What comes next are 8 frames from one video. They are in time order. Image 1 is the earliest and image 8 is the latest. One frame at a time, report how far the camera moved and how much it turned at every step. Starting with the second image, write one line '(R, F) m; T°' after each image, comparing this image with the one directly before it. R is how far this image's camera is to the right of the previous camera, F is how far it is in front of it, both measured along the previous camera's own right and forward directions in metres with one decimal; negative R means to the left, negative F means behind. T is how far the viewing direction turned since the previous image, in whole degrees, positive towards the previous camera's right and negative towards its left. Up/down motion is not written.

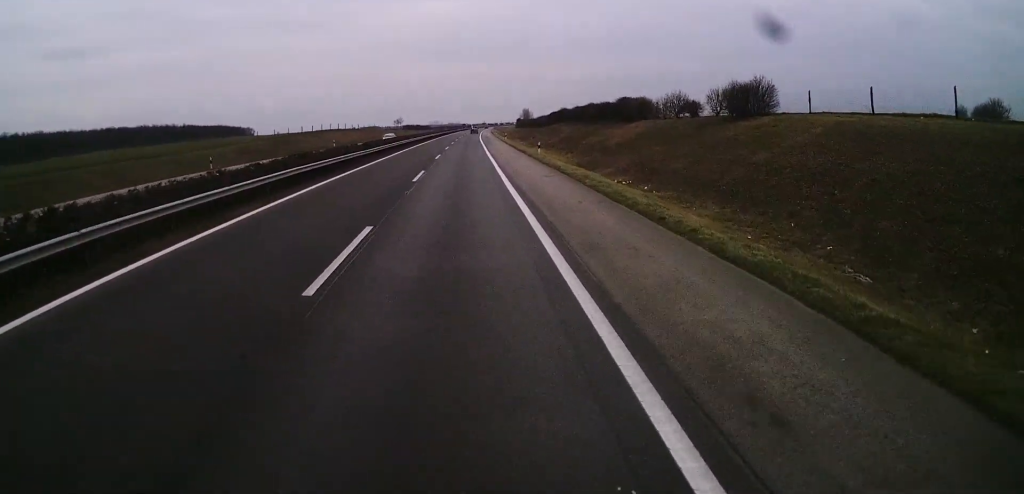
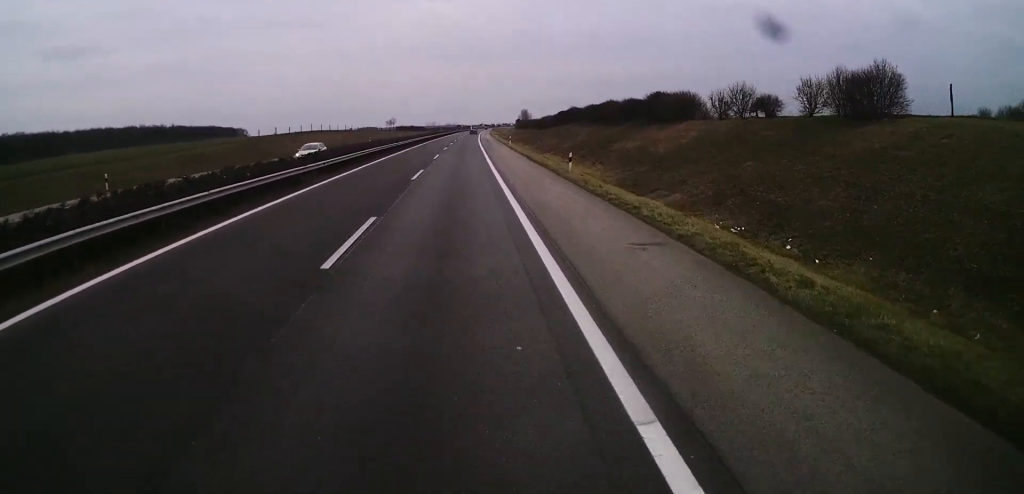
(-0.2, +16.2) m; 0°
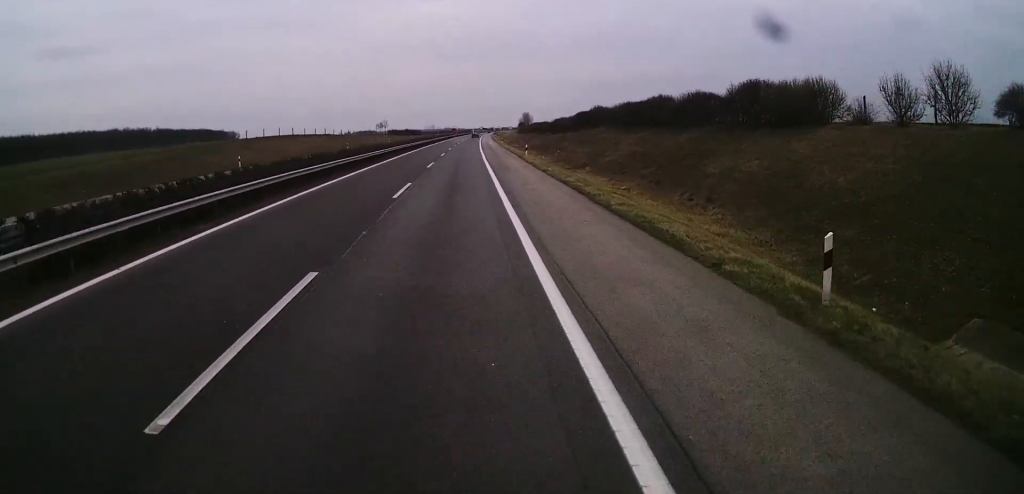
(+0.3, +23.8) m; +1°
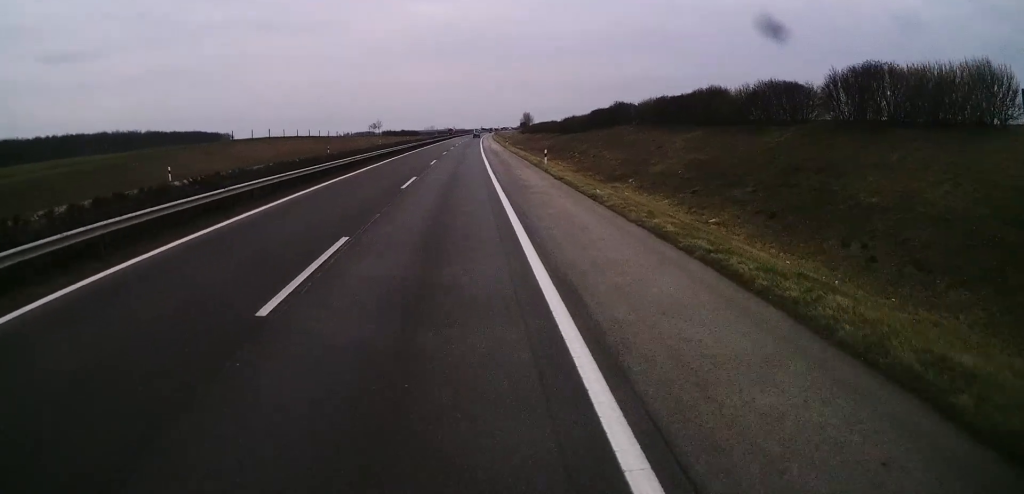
(0.0, +14.6) m; 0°
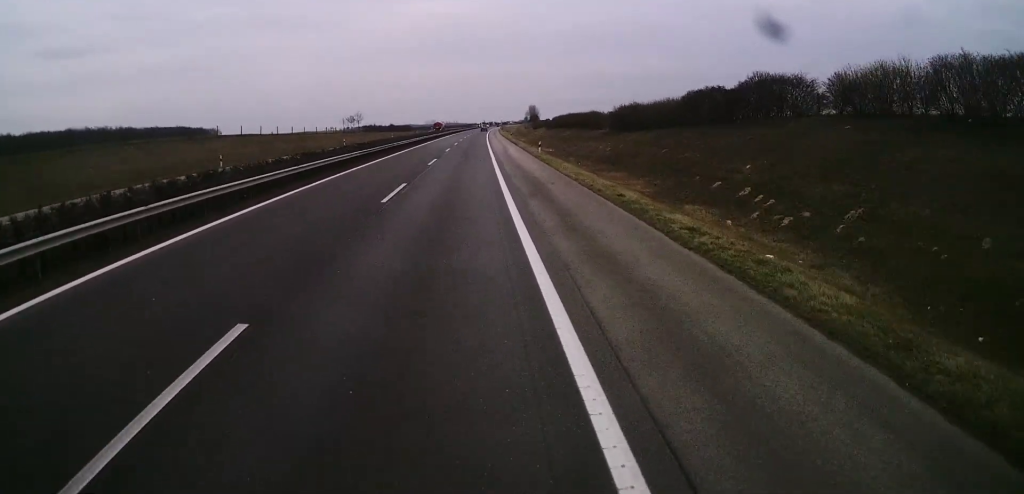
(0.0, +42.0) m; 0°
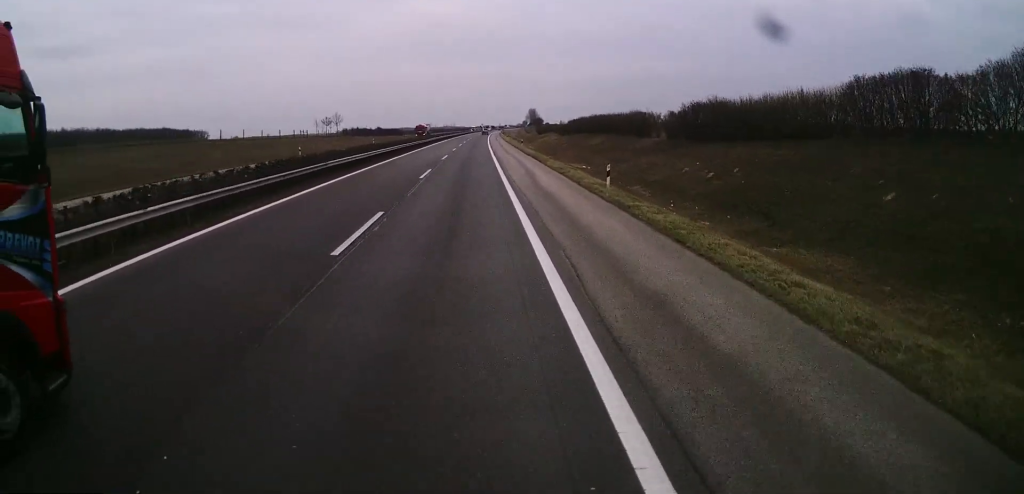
(0.0, +25.3) m; 0°
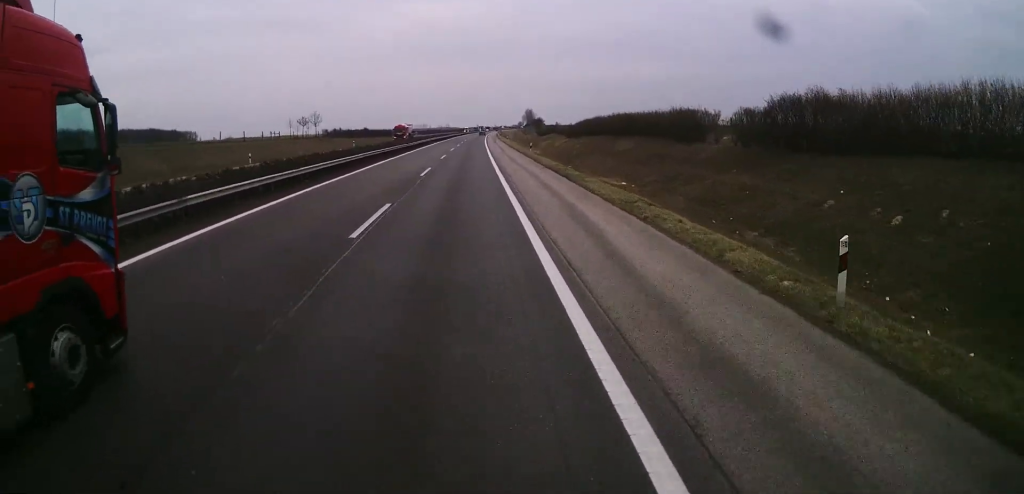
(0.0, +16.2) m; 0°
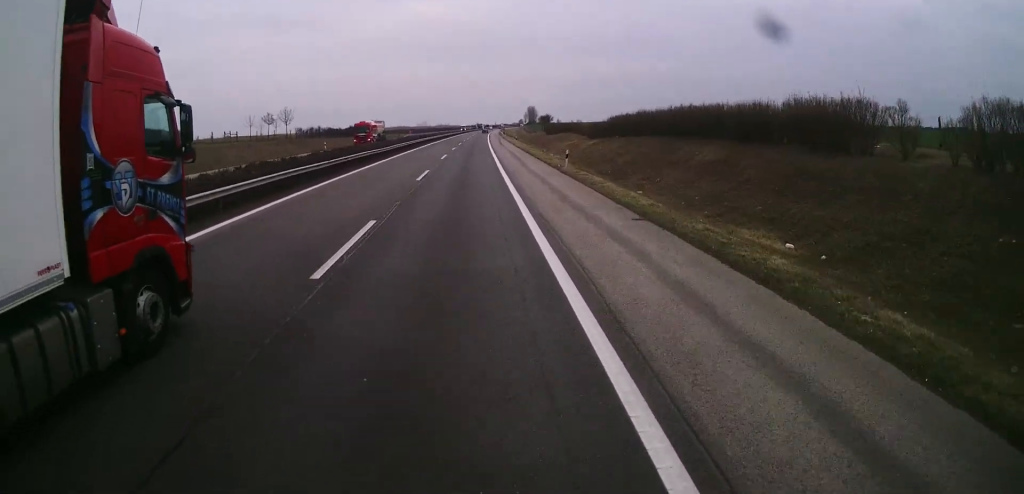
(0.0, +21.7) m; 0°
